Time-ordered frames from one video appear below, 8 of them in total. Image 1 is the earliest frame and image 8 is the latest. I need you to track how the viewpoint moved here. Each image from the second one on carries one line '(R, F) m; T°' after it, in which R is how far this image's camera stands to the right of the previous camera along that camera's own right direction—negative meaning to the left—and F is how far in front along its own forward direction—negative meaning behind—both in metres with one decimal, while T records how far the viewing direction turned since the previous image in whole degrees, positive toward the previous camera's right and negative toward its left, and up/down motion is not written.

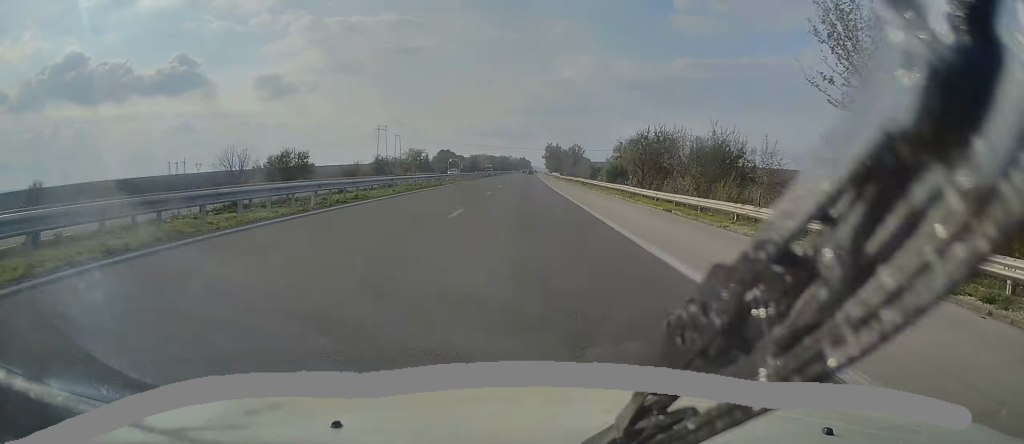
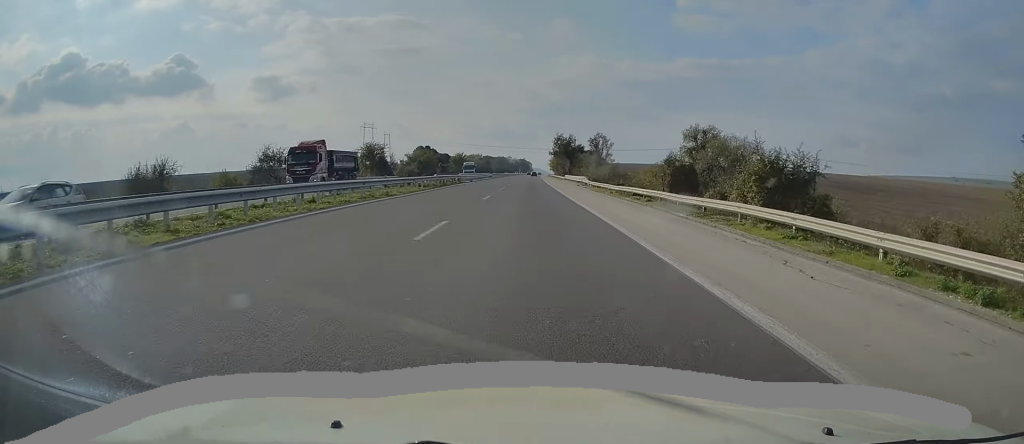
(-0.1, +53.3) m; 0°
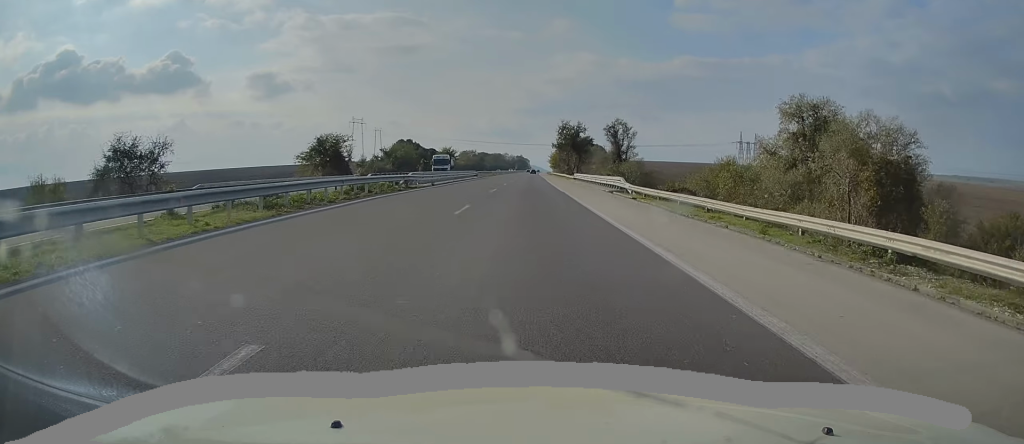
(+0.4, +26.9) m; +1°
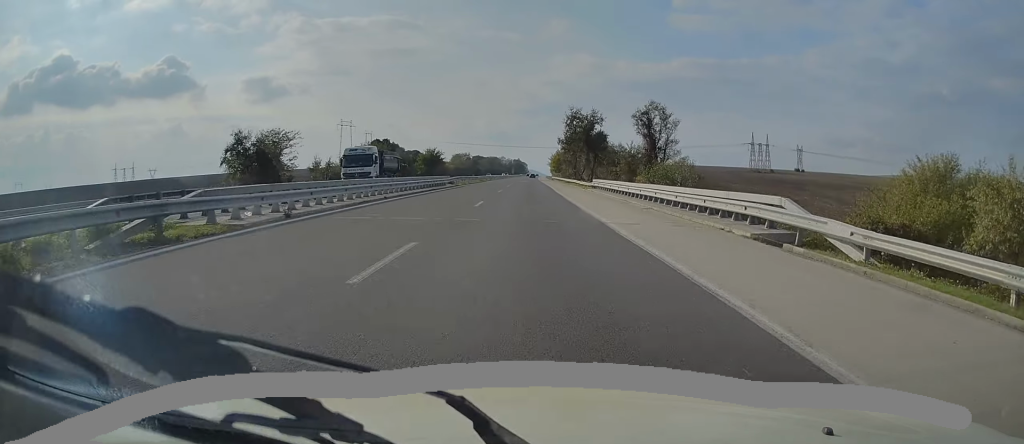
(0.0, +26.1) m; -1°
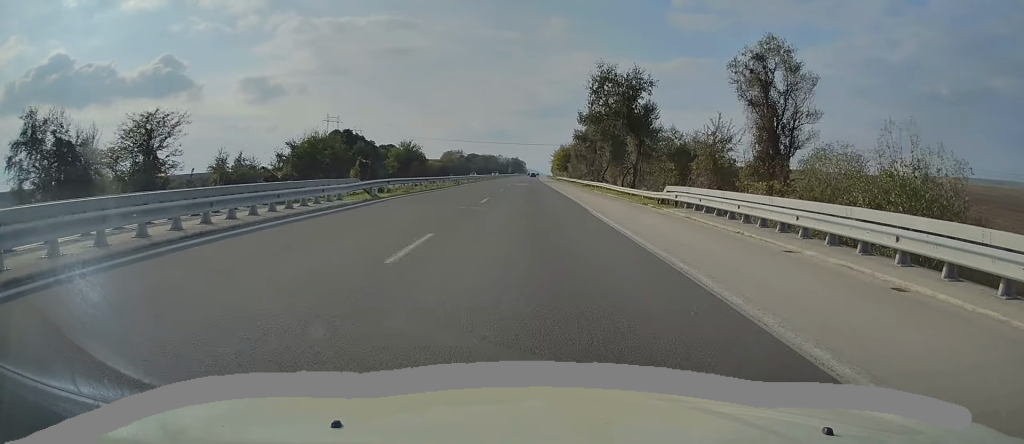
(-0.4, +31.1) m; 0°
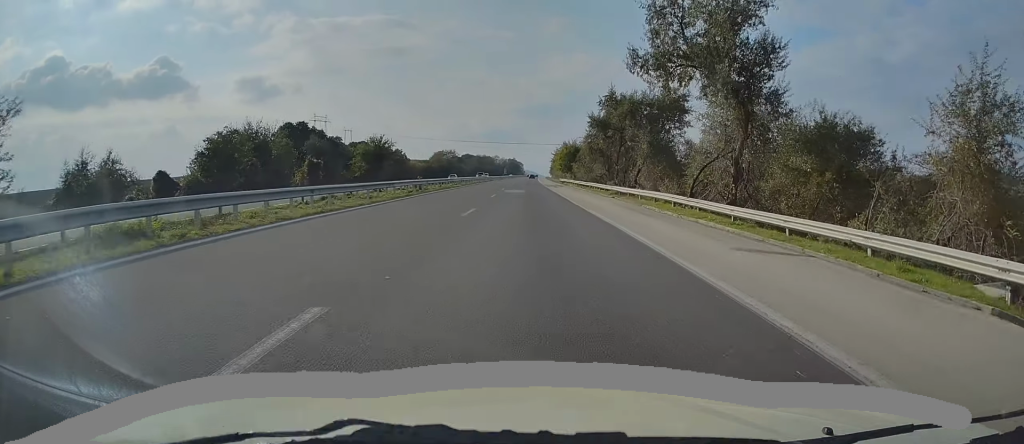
(+0.2, +23.1) m; +1°
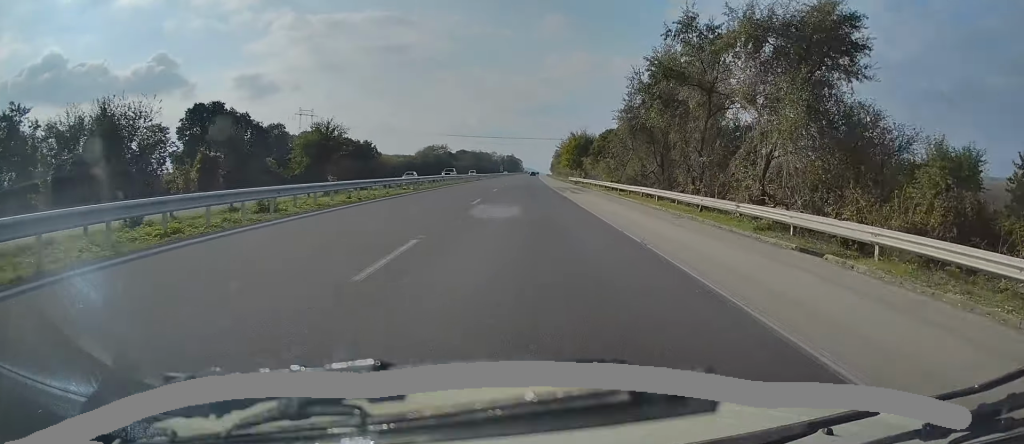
(+0.1, +27.1) m; 0°
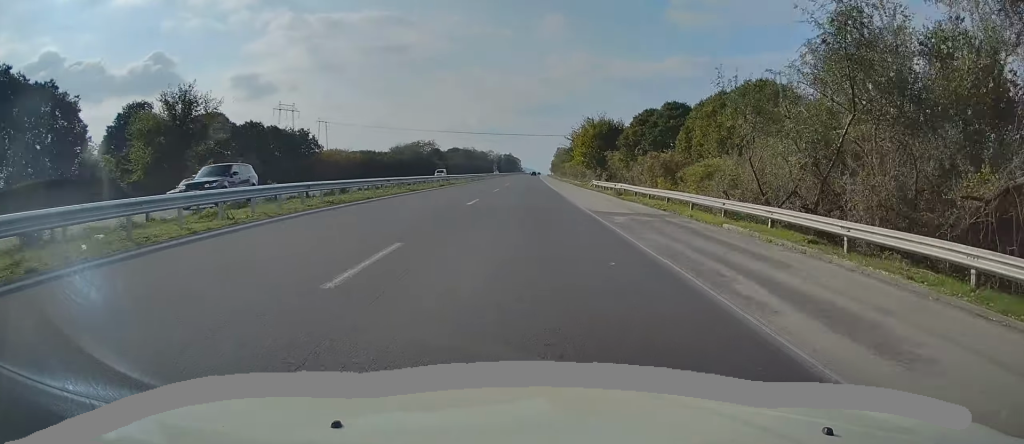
(0.0, +33.0) m; 0°
